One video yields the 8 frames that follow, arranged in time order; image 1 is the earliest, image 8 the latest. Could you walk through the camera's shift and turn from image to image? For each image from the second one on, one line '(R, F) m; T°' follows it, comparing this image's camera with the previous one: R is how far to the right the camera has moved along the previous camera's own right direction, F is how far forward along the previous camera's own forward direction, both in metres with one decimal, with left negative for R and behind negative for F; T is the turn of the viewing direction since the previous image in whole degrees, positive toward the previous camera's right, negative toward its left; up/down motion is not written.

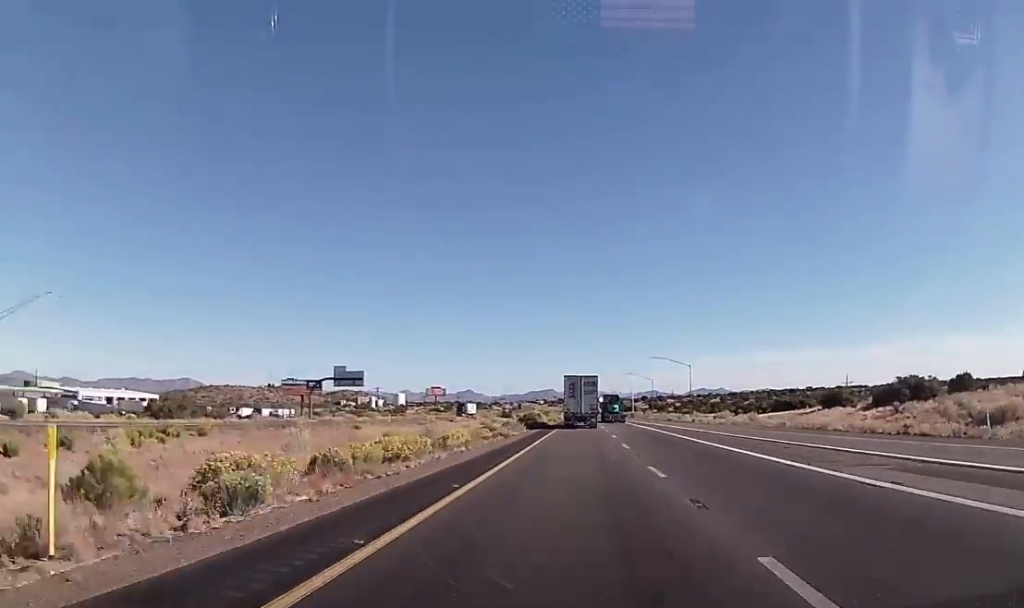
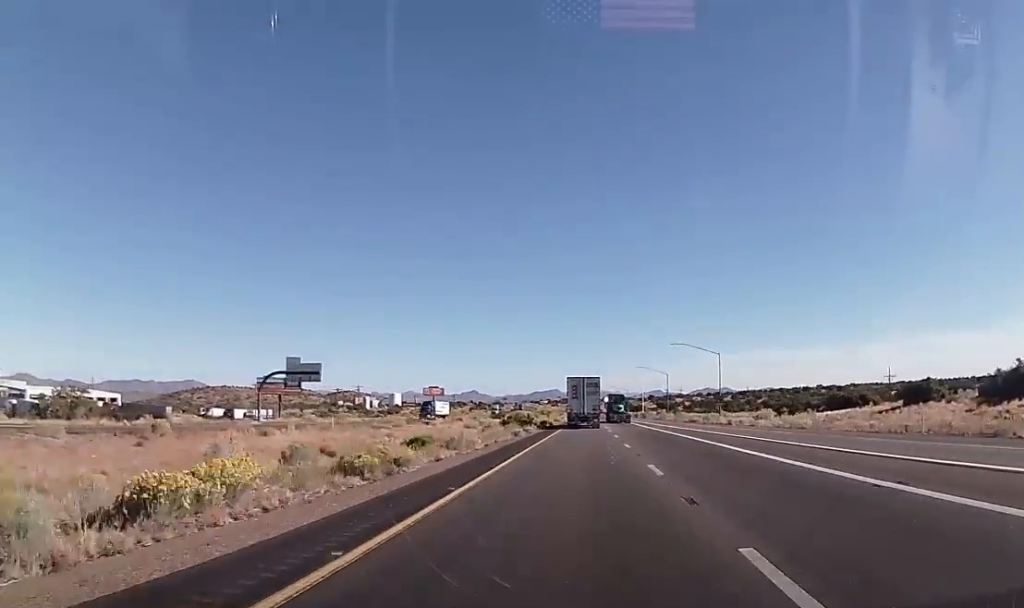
(-0.4, +24.7) m; 0°
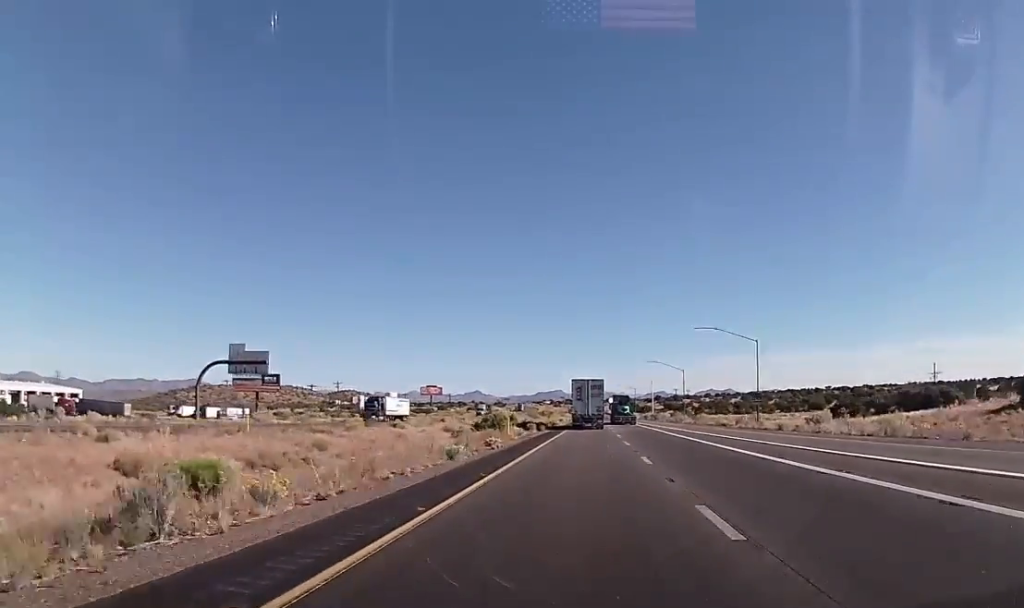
(+0.1, +21.0) m; +1°
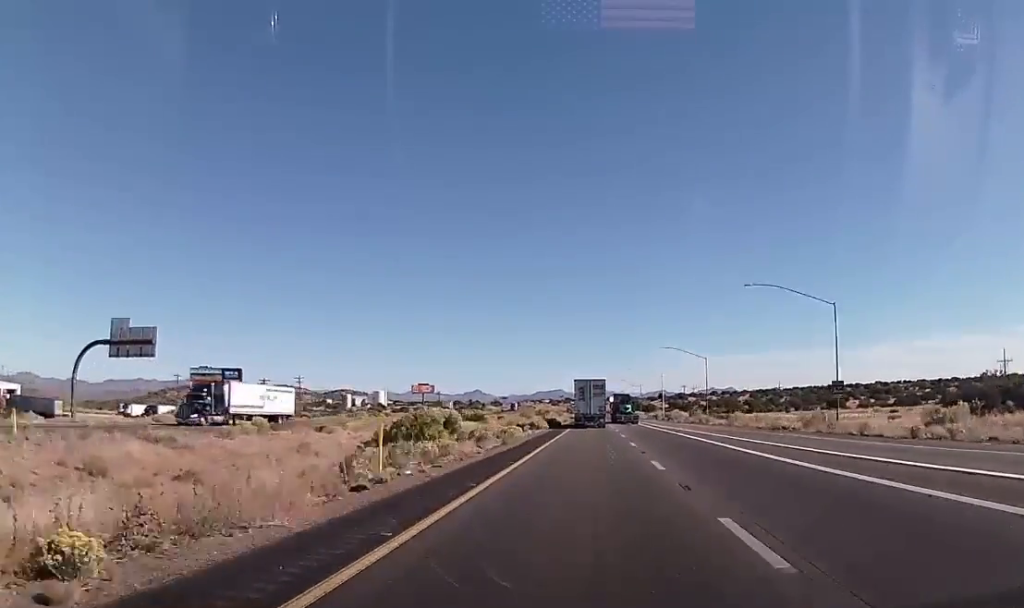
(+0.3, +26.4) m; +1°
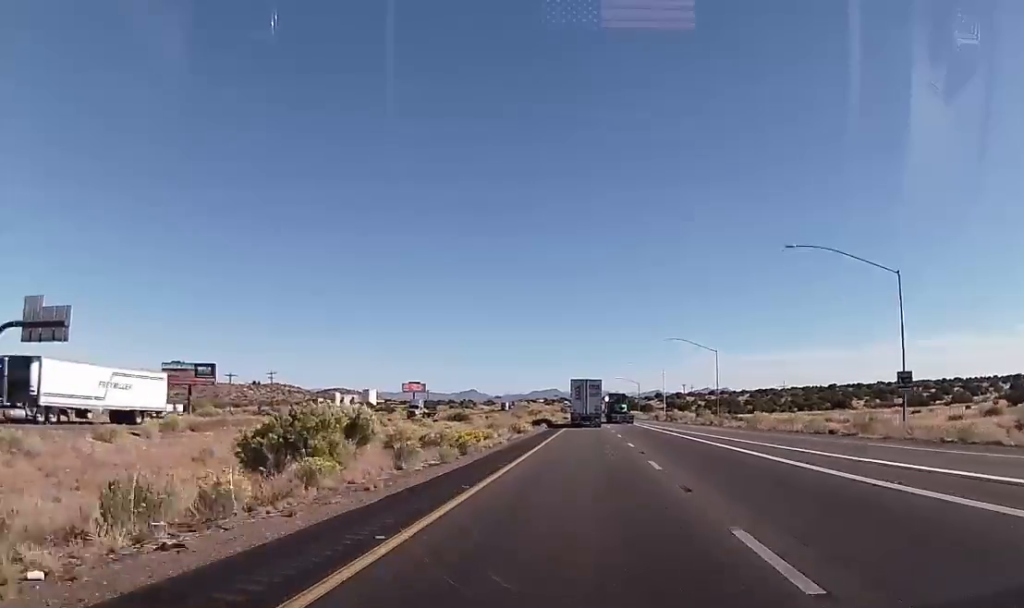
(-0.2, +12.8) m; 0°
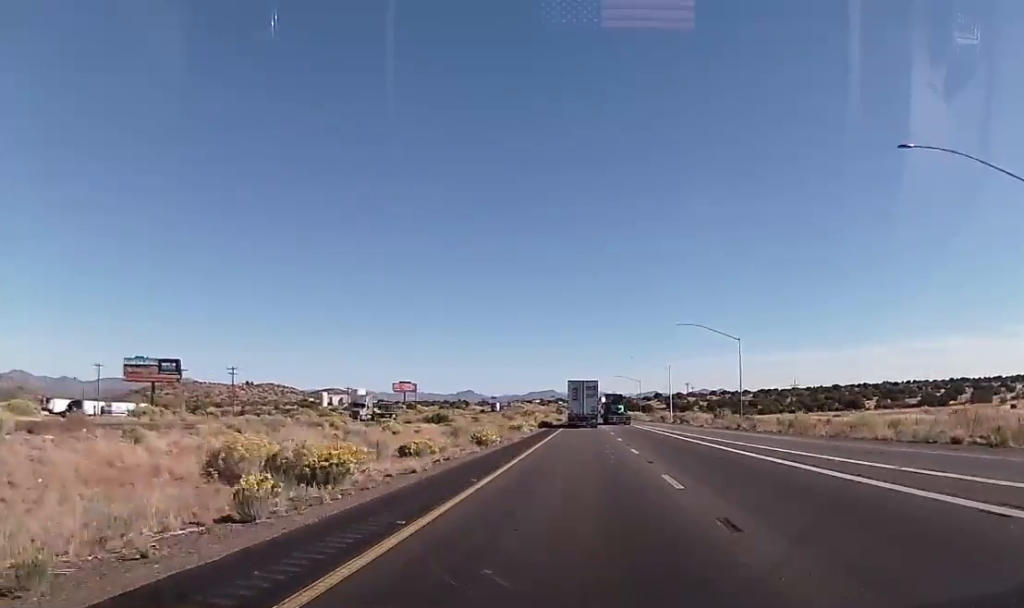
(+0.2, +16.4) m; 0°
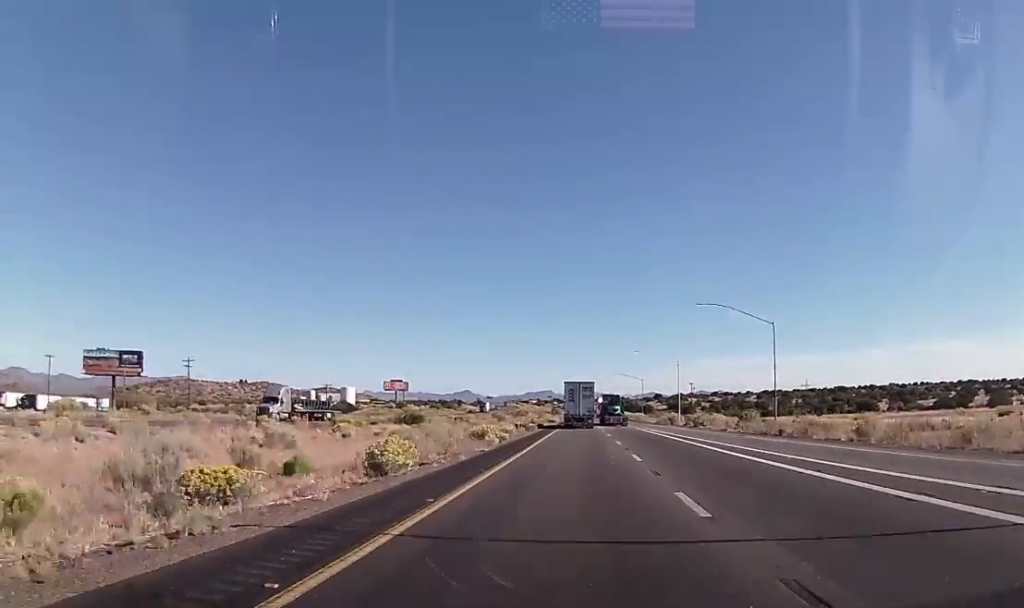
(+0.2, +15.5) m; 0°
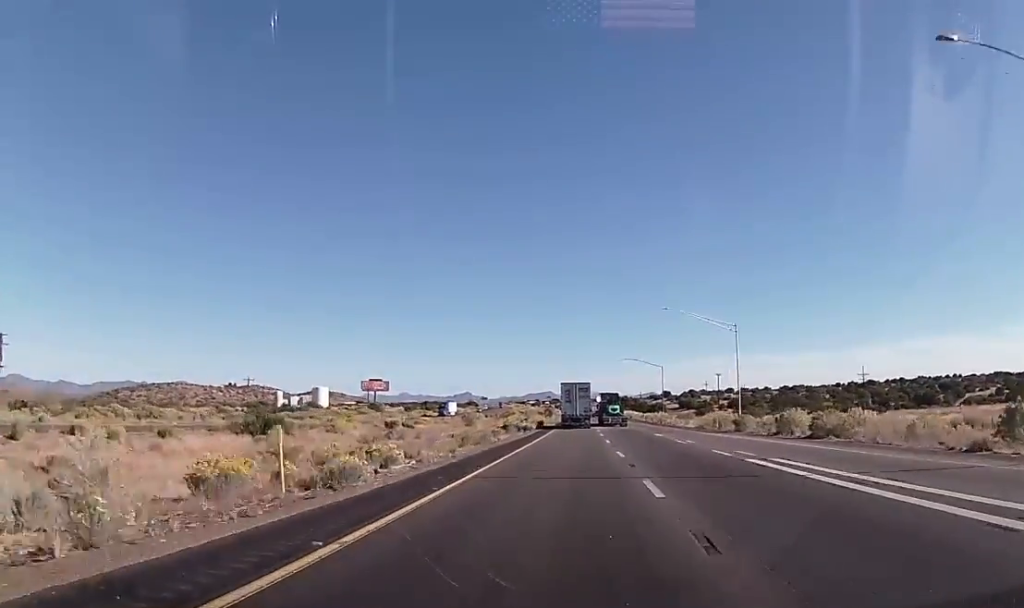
(-0.4, +45.8) m; 0°
